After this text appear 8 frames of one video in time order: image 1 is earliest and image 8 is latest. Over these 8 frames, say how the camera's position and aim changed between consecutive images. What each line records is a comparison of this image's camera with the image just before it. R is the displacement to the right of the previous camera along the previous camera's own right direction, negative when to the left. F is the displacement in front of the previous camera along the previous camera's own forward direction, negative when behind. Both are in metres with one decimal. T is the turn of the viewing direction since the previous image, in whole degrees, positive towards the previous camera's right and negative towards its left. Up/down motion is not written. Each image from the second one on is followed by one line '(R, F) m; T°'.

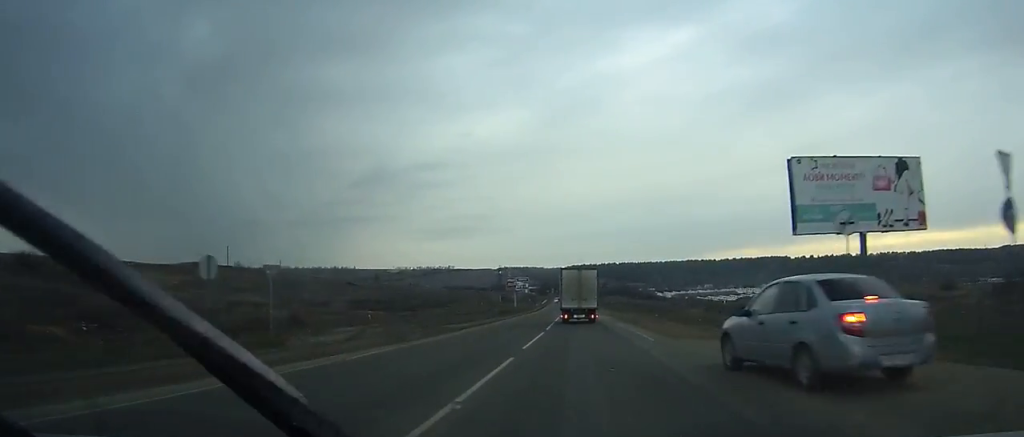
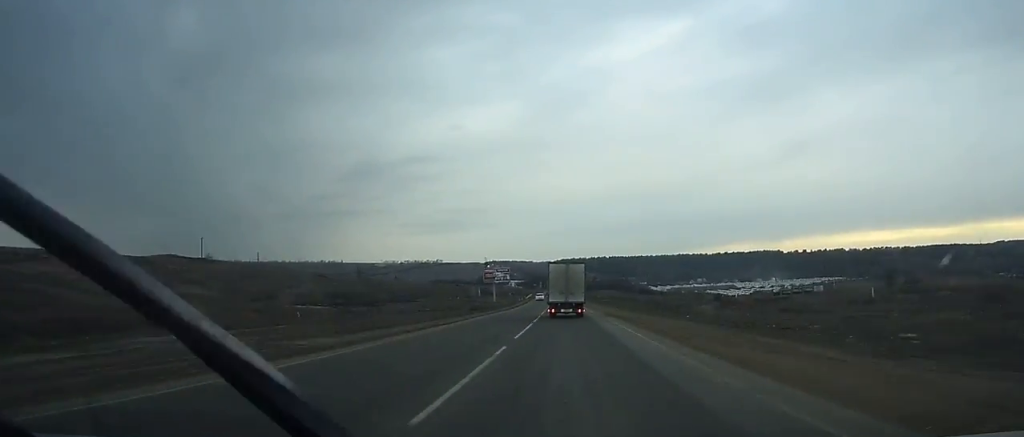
(0.0, +22.6) m; 0°
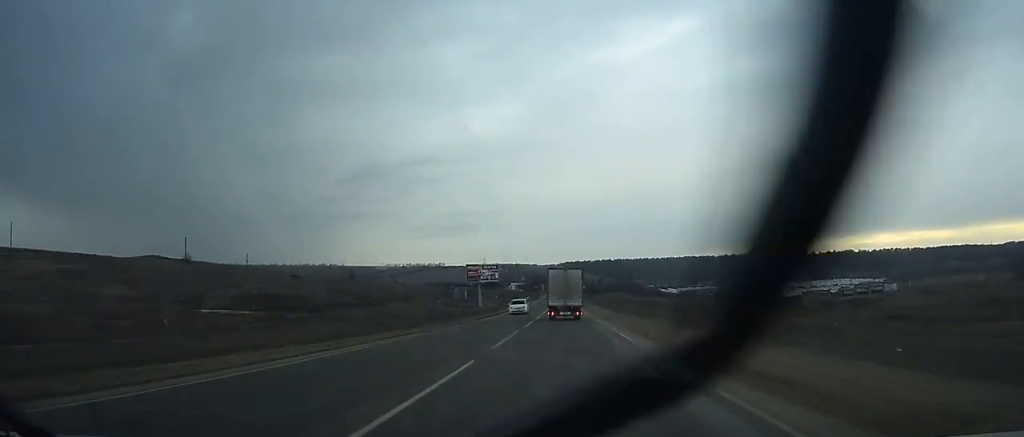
(+0.1, +27.3) m; 0°
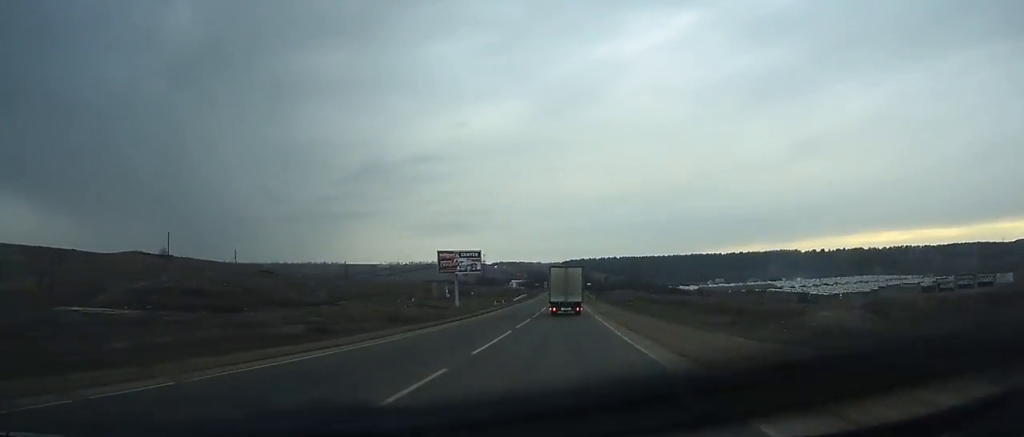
(-0.1, +26.8) m; 0°
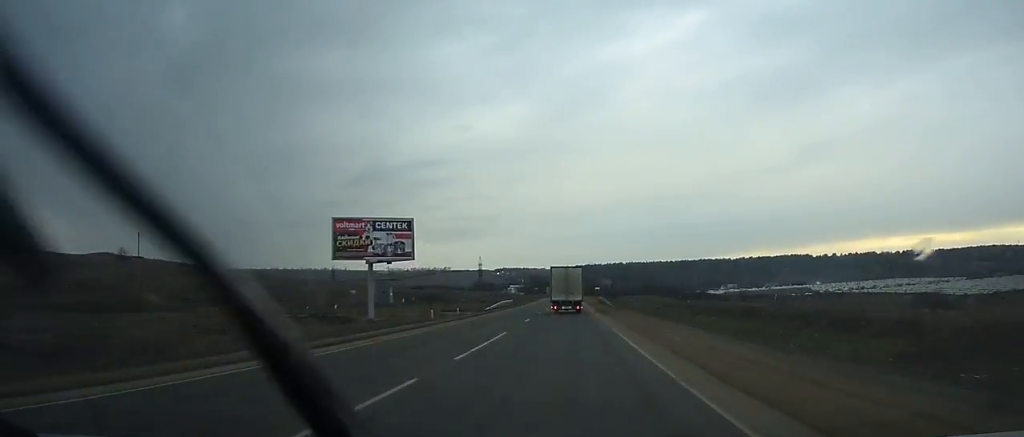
(-0.1, +38.4) m; 0°
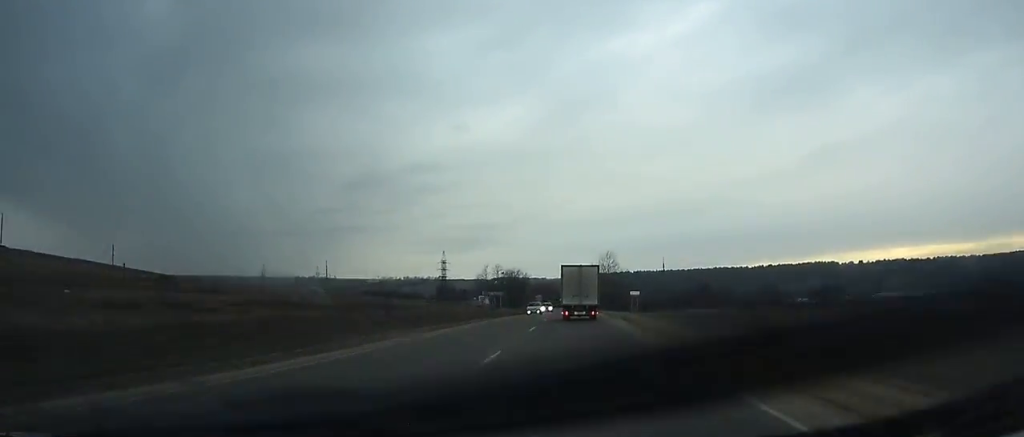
(-0.3, +111.8) m; 0°
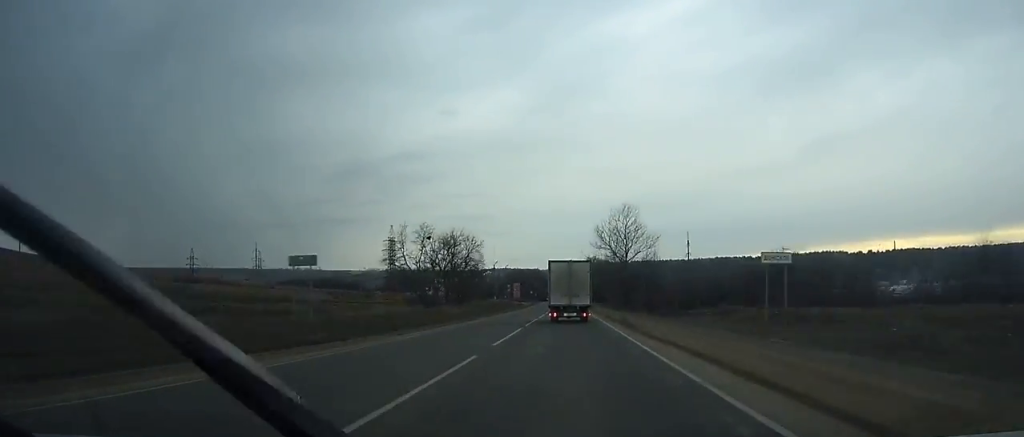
(-0.1, +67.0) m; 0°
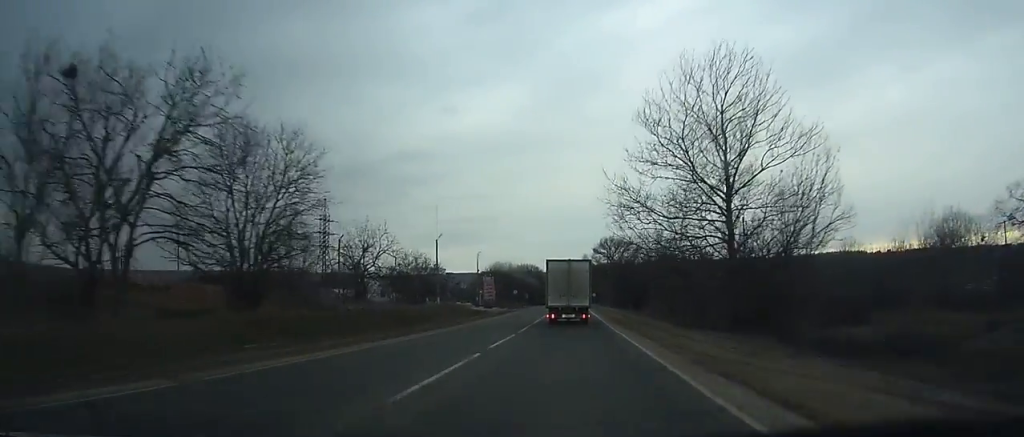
(+0.1, +57.9) m; 0°
